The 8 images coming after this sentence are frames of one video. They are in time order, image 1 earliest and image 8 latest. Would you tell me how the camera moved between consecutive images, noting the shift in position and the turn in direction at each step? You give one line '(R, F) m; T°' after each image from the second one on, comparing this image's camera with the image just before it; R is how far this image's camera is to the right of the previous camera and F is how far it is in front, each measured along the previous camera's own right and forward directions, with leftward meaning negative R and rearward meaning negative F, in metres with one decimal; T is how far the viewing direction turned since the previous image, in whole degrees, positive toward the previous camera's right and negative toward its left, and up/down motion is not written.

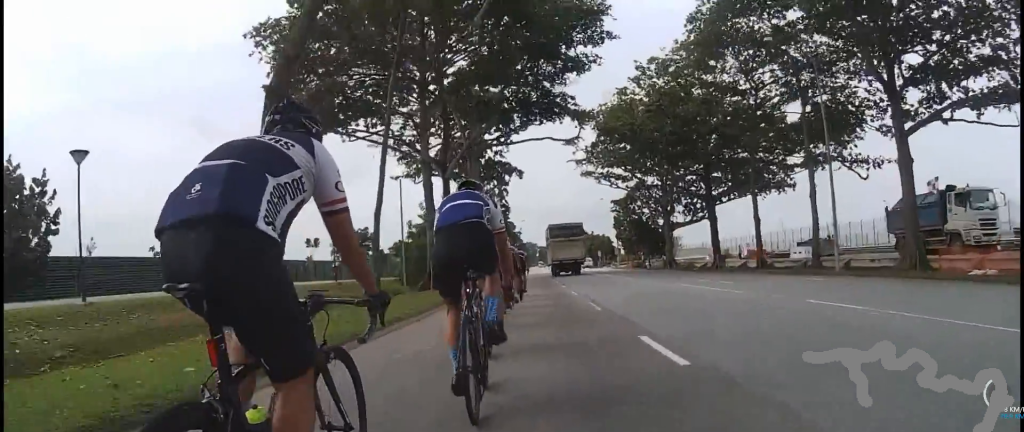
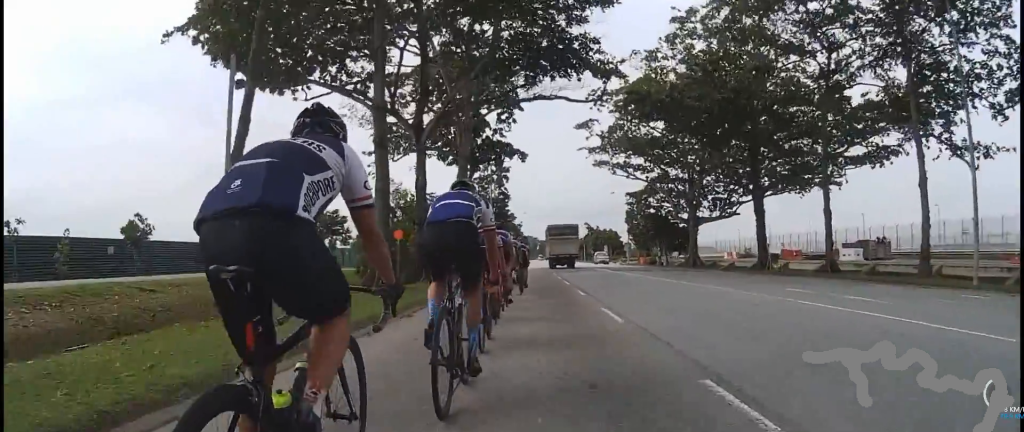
(+0.6, +8.7) m; -2°
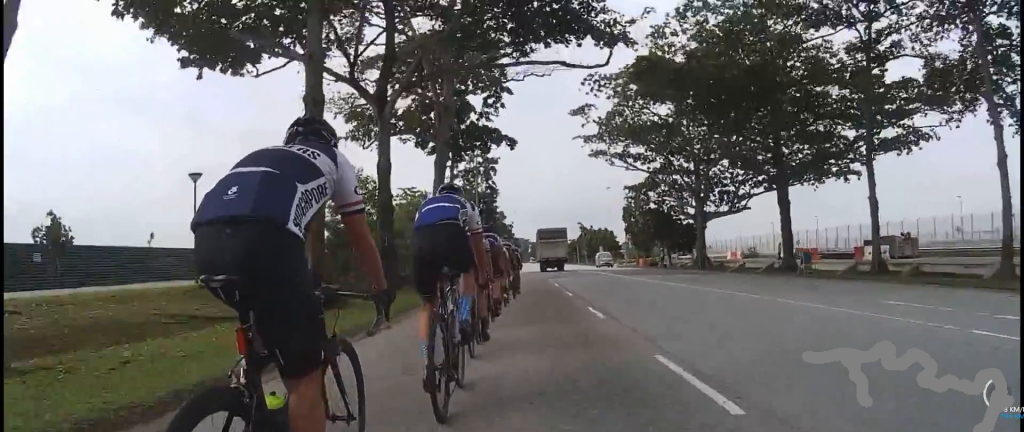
(-0.8, +4.9) m; 0°
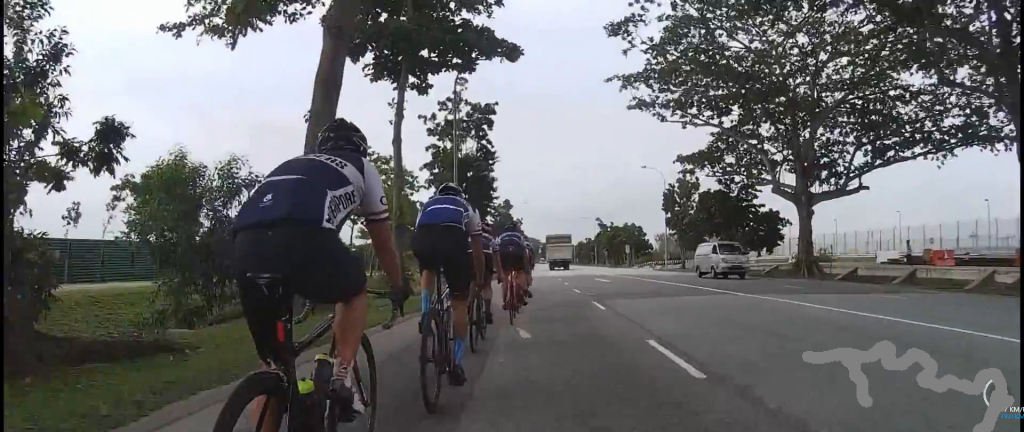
(+1.1, +16.5) m; +3°
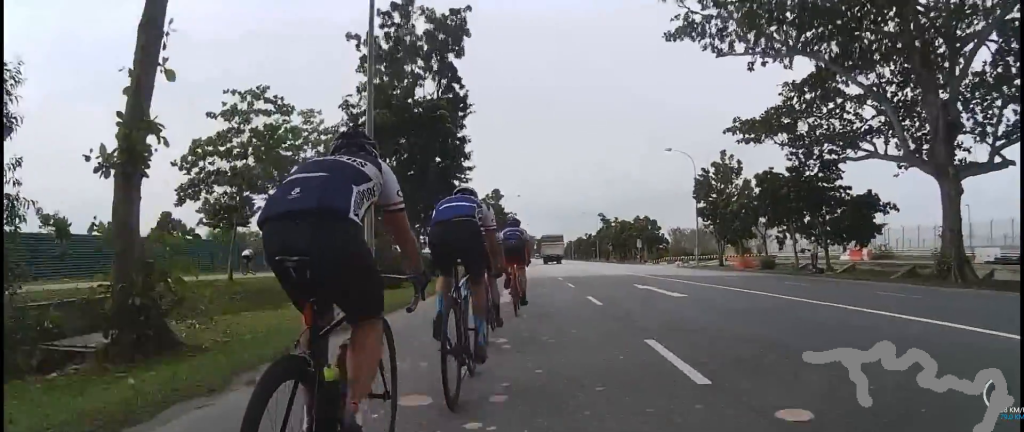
(-1.1, +12.5) m; -3°
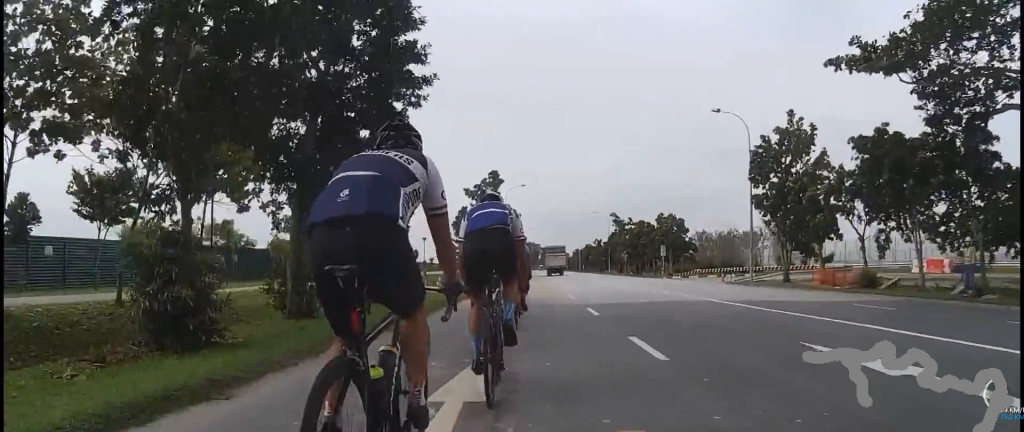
(+0.5, +11.0) m; 0°
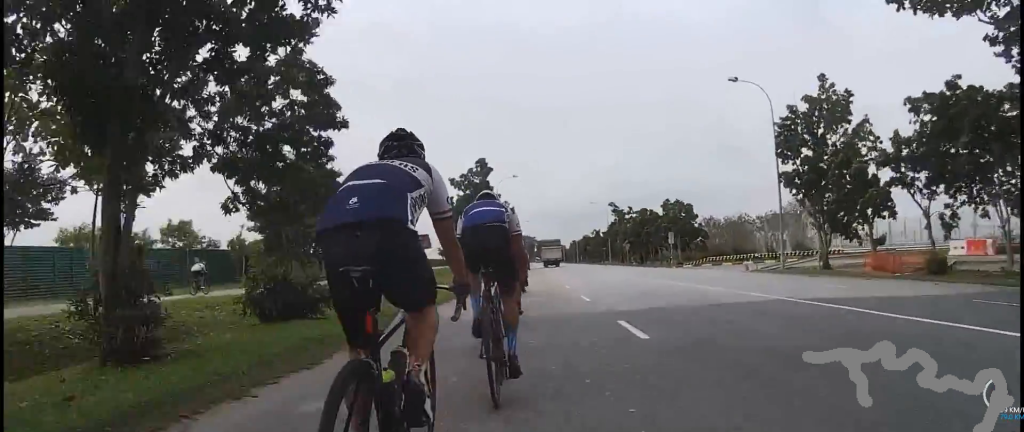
(-0.3, +5.1) m; 0°
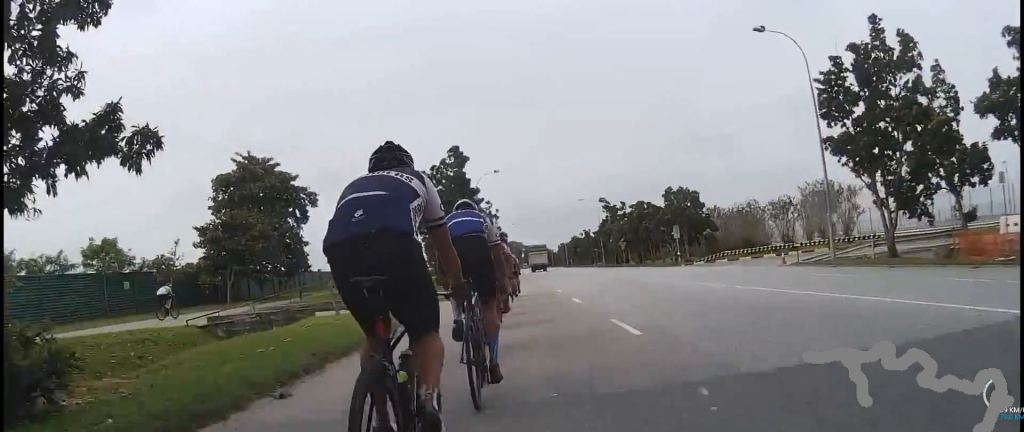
(-0.3, +6.7) m; 0°
